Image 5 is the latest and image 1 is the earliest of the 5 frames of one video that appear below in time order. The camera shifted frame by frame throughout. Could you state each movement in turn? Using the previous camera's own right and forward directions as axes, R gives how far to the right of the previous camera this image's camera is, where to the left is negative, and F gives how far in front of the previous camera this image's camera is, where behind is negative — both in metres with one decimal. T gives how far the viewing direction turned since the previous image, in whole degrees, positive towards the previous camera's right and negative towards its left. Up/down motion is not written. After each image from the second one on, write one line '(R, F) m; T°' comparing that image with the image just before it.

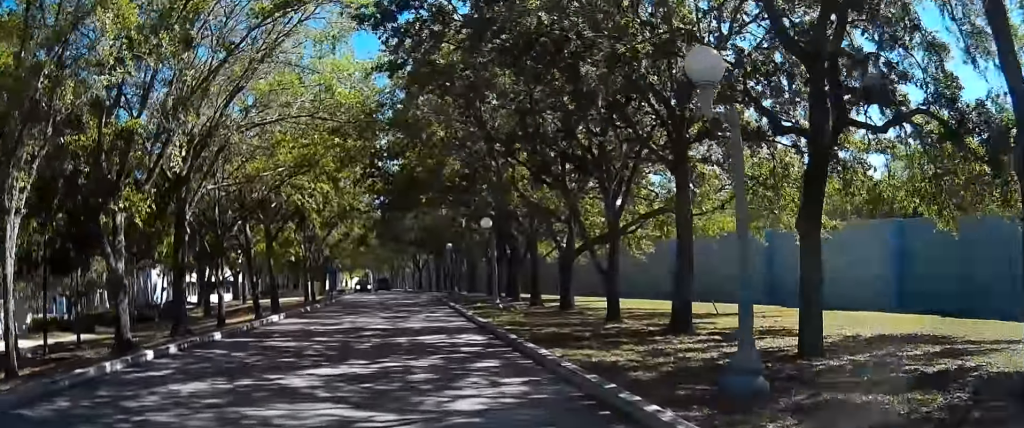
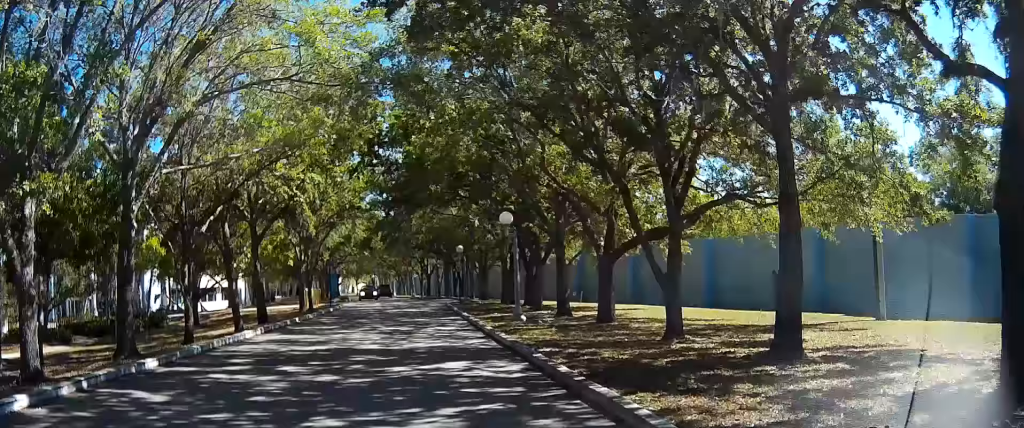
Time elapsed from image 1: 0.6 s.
(0.0, +4.6) m; 0°
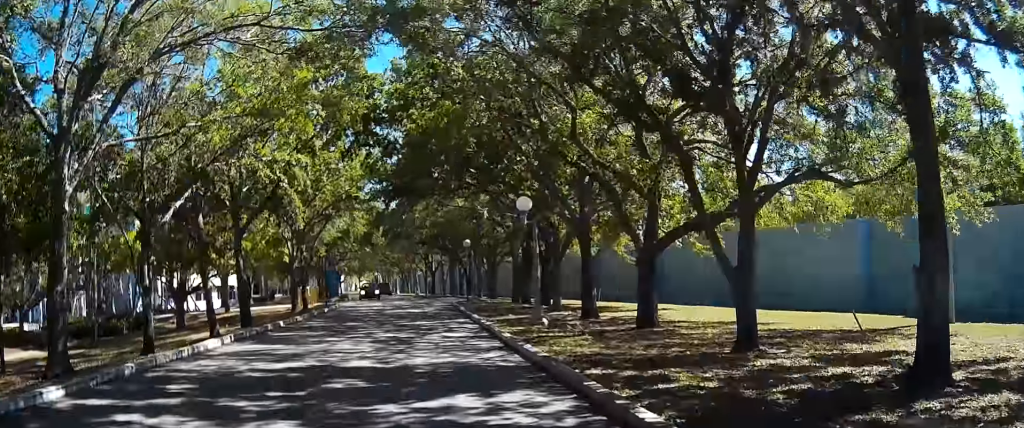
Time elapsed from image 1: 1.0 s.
(0.0, +3.7) m; 0°
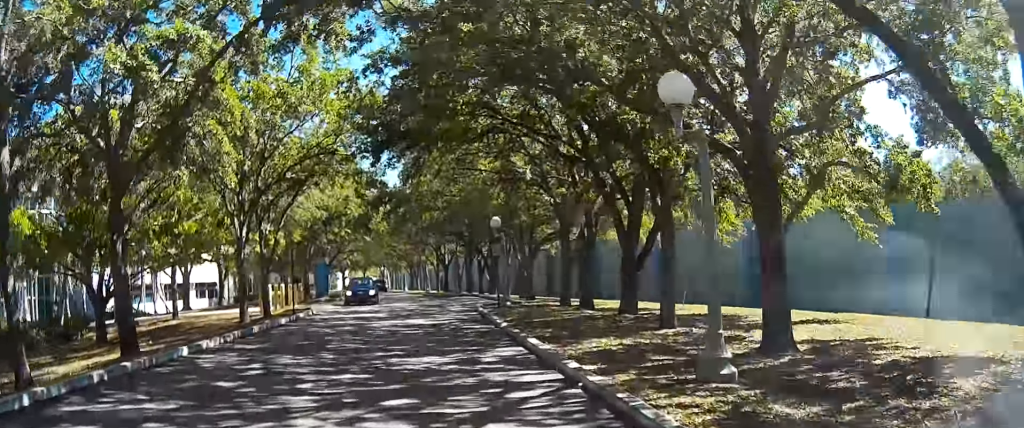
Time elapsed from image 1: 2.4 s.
(-0.1, +12.5) m; -1°
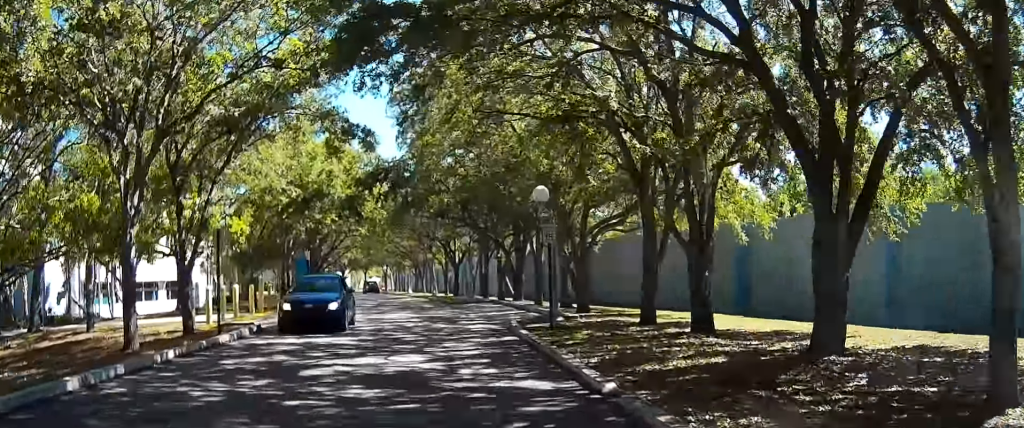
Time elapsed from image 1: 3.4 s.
(-0.2, +10.5) m; -2°
